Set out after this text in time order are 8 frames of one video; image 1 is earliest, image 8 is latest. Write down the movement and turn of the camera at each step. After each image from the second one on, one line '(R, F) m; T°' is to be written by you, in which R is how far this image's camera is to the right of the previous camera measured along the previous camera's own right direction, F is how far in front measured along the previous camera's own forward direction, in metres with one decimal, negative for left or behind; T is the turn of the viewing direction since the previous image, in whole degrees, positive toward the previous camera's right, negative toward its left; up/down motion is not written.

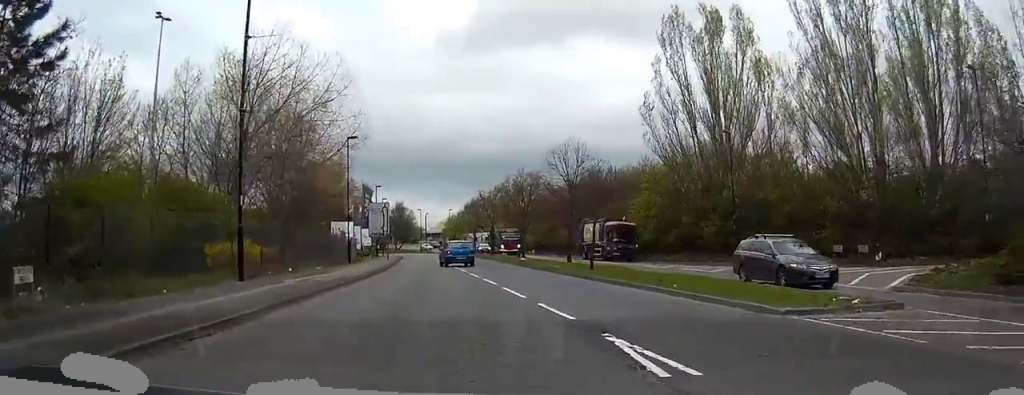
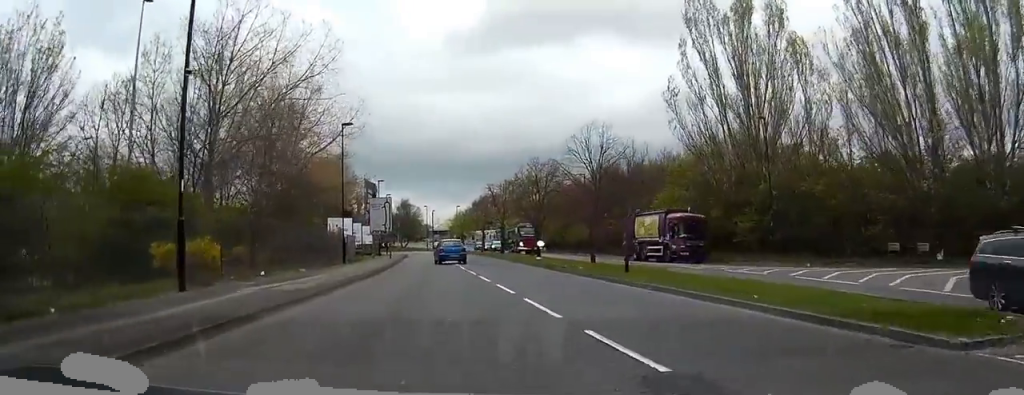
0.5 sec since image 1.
(0.0, +5.0) m; -1°
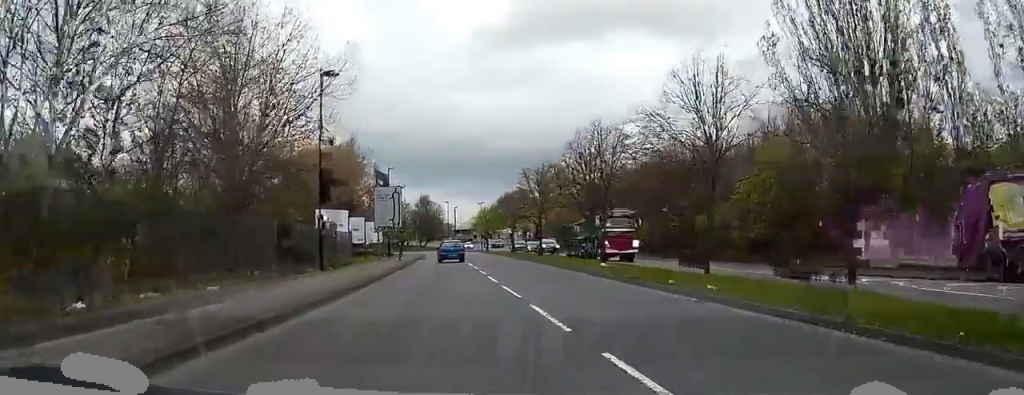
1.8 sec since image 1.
(-0.3, +13.6) m; -1°
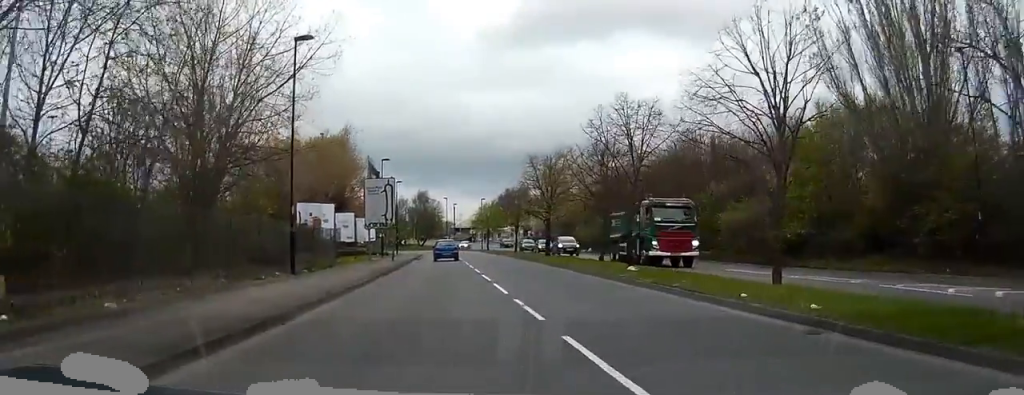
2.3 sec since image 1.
(0.0, +4.7) m; 0°
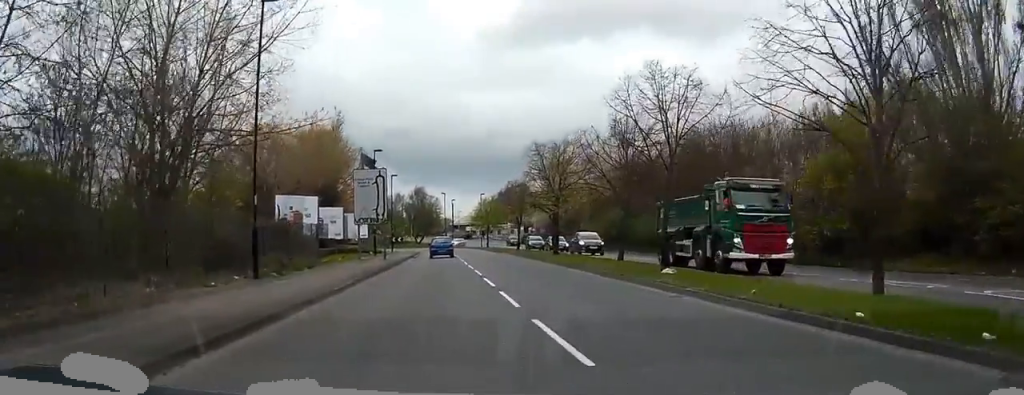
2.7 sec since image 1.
(0.0, +4.4) m; 0°
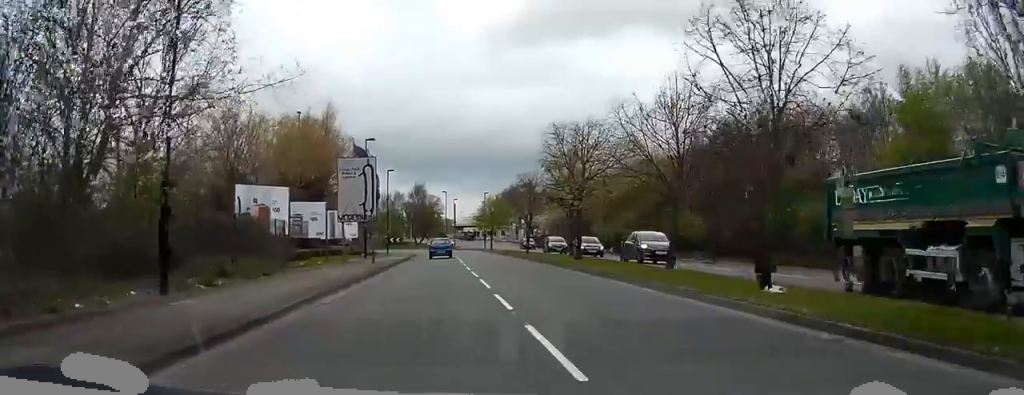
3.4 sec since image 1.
(0.0, +6.8) m; 0°
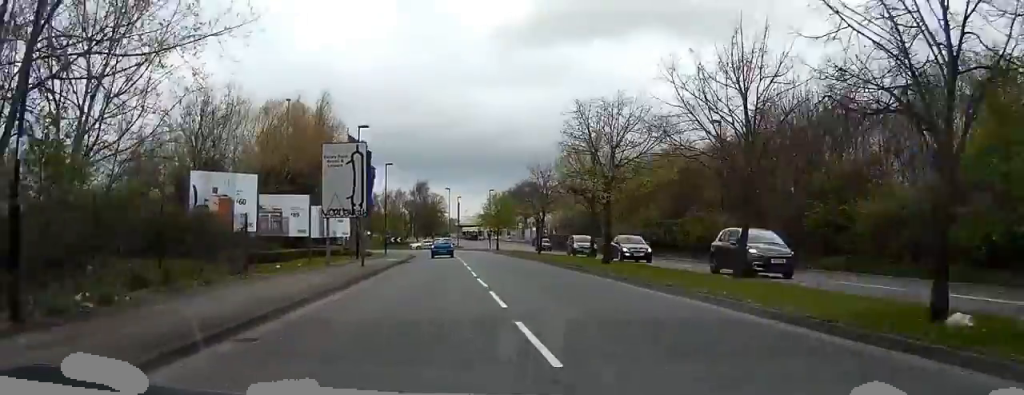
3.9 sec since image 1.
(0.0, +5.5) m; 0°
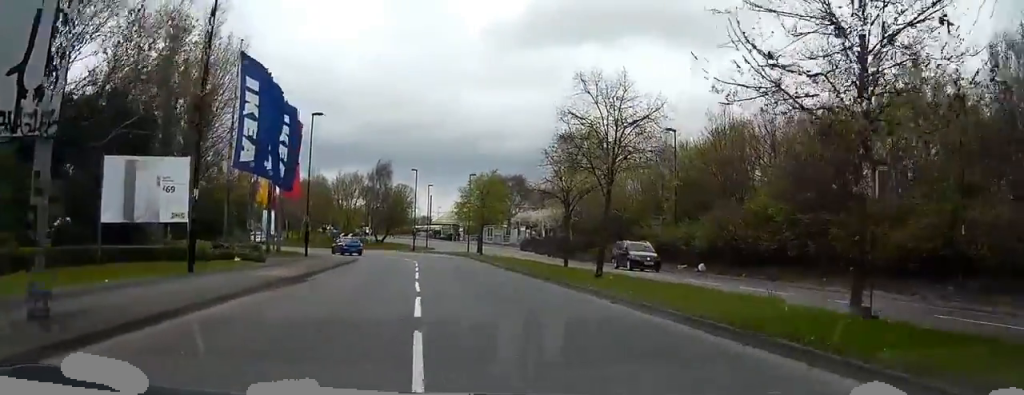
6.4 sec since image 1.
(+0.3, +25.5) m; +2°
